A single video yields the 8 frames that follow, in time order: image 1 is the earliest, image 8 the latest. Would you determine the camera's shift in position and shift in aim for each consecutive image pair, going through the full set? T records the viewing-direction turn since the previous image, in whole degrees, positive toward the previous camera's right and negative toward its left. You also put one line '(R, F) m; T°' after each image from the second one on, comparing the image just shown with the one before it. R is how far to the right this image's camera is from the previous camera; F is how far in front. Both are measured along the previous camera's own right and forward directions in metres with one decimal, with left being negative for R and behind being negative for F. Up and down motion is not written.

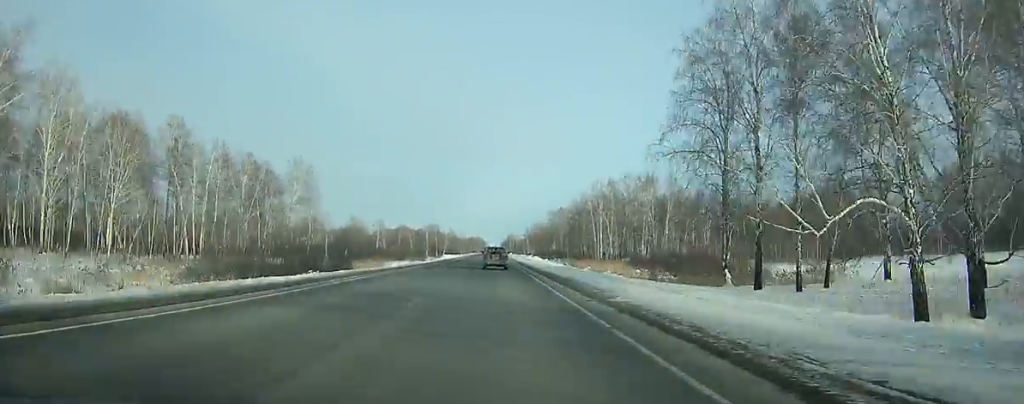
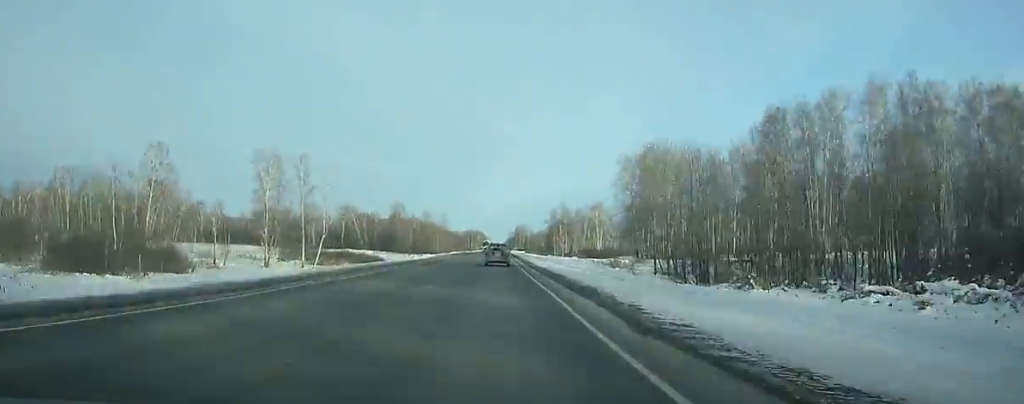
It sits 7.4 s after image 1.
(-0.6, +200.0) m; 0°
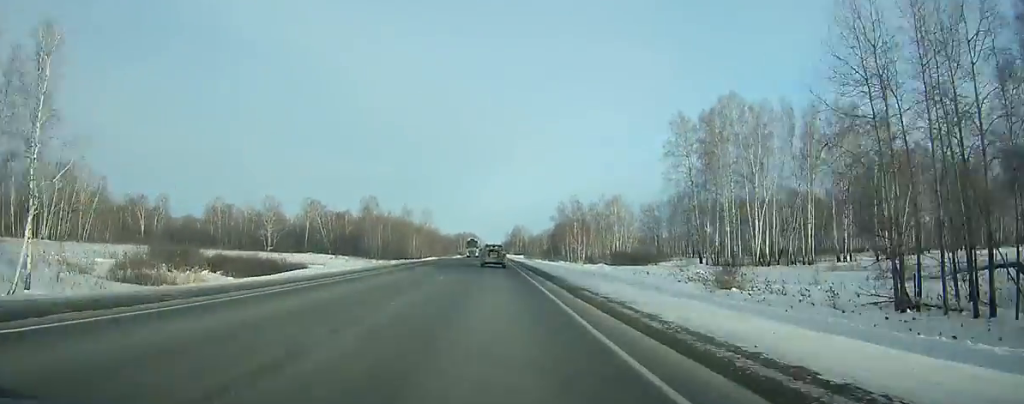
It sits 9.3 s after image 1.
(0.0, +51.5) m; 0°
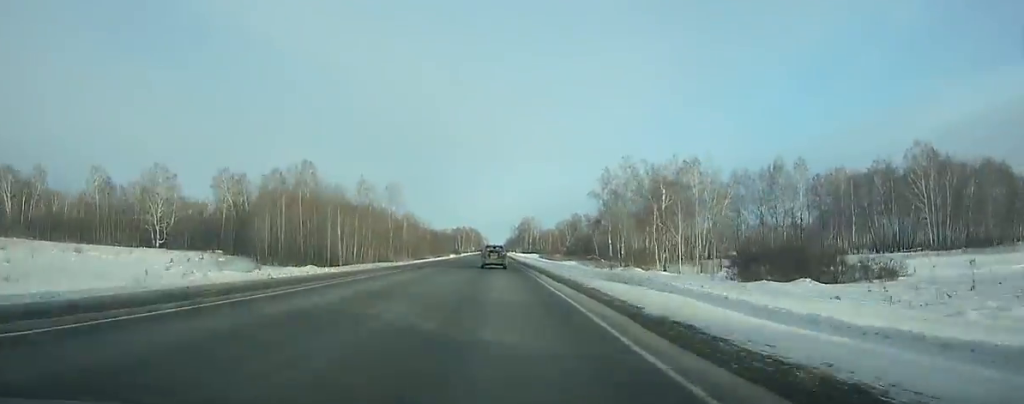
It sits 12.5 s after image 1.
(0.0, +86.5) m; 0°
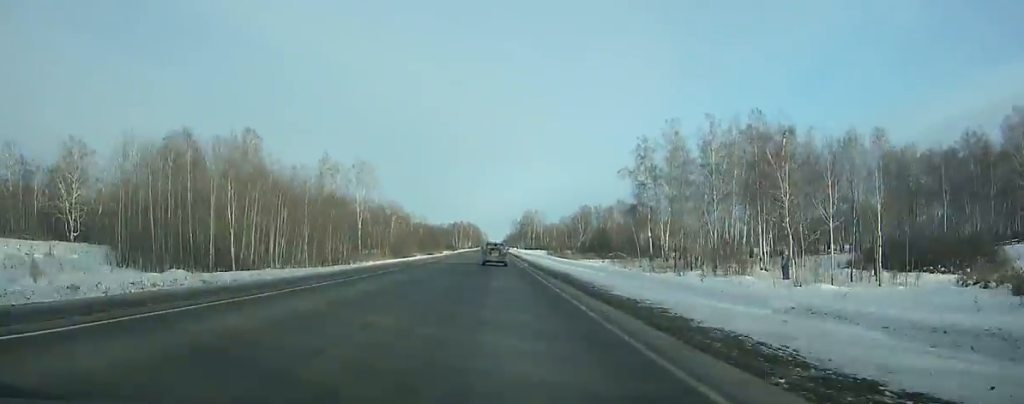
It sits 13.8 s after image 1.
(-0.1, +35.1) m; 0°
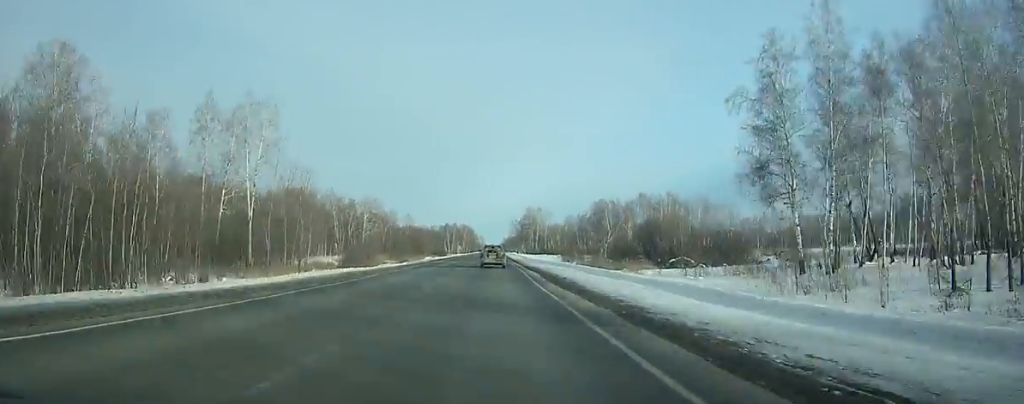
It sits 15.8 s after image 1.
(+0.1, +53.9) m; 0°
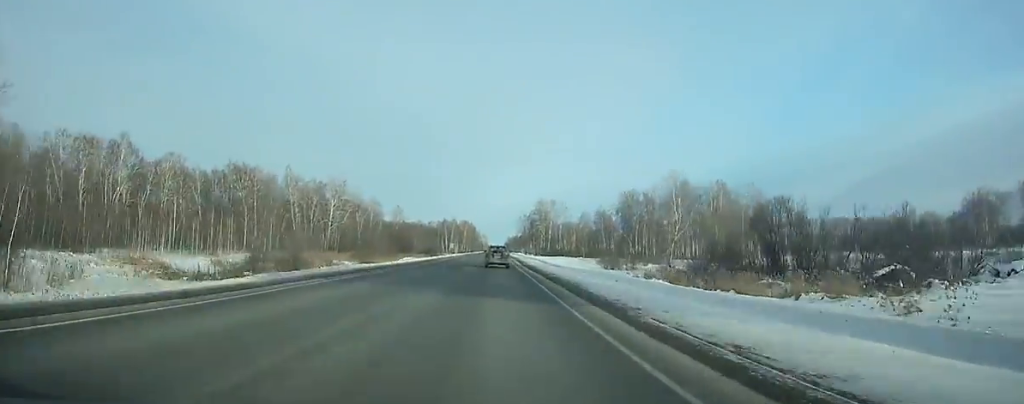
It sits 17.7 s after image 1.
(+0.2, +51.0) m; 0°
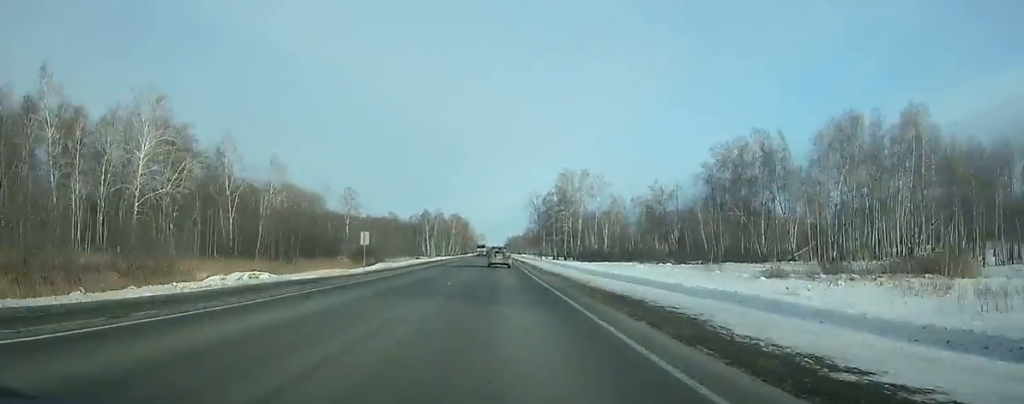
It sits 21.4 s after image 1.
(-0.1, +99.5) m; 0°
